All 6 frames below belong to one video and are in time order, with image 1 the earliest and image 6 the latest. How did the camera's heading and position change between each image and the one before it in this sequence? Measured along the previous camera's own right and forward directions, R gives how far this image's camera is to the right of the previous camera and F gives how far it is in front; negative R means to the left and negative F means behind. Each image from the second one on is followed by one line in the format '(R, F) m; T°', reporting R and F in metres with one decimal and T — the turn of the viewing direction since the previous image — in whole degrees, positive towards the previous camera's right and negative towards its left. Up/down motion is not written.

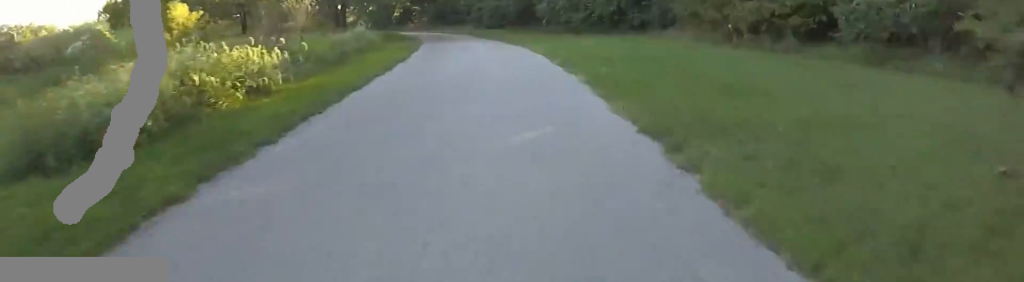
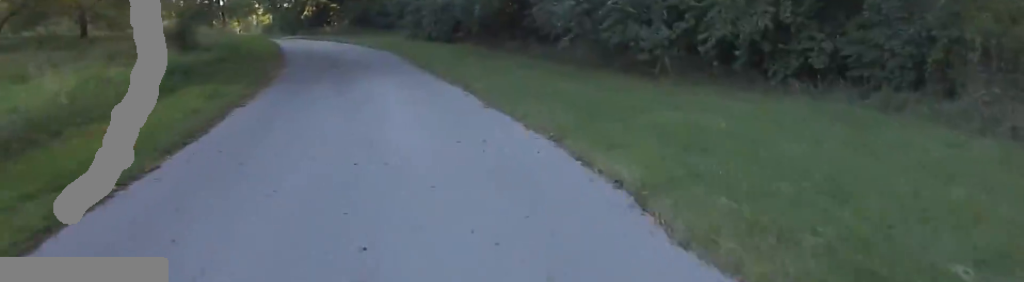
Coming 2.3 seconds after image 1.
(+1.5, +14.5) m; +8°
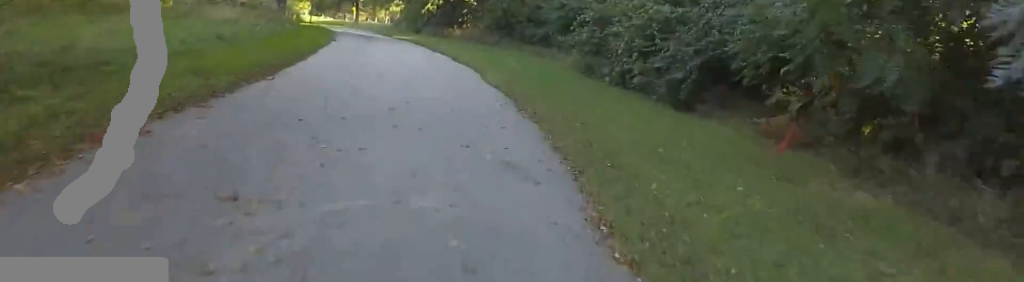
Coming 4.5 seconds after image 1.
(-3.2, +13.4) m; -19°
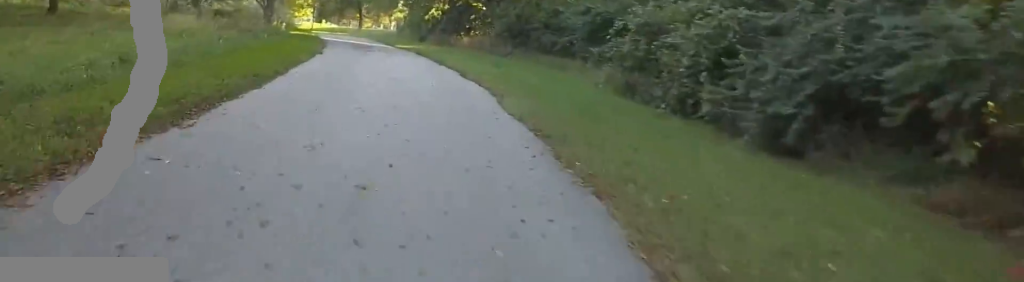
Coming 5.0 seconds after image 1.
(+0.2, +2.7) m; 0°
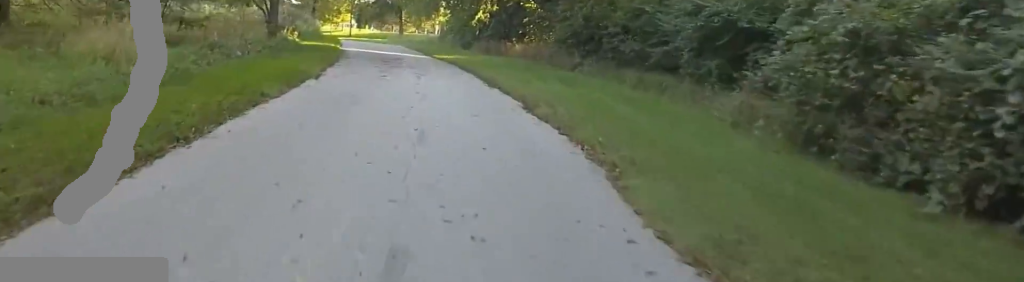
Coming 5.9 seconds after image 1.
(0.0, +4.8) m; 0°
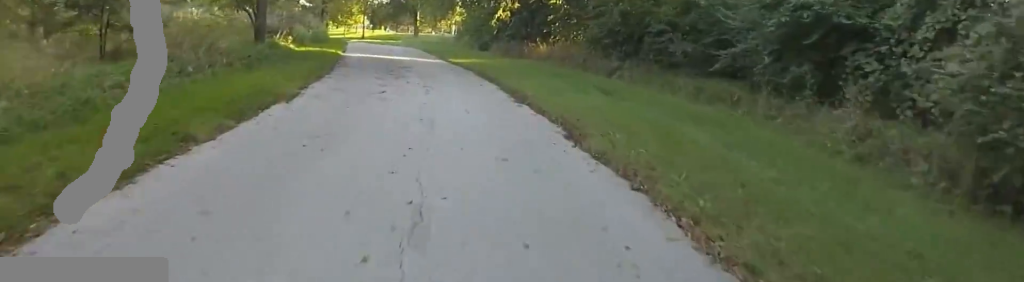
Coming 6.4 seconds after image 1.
(-0.3, +2.6) m; 0°
